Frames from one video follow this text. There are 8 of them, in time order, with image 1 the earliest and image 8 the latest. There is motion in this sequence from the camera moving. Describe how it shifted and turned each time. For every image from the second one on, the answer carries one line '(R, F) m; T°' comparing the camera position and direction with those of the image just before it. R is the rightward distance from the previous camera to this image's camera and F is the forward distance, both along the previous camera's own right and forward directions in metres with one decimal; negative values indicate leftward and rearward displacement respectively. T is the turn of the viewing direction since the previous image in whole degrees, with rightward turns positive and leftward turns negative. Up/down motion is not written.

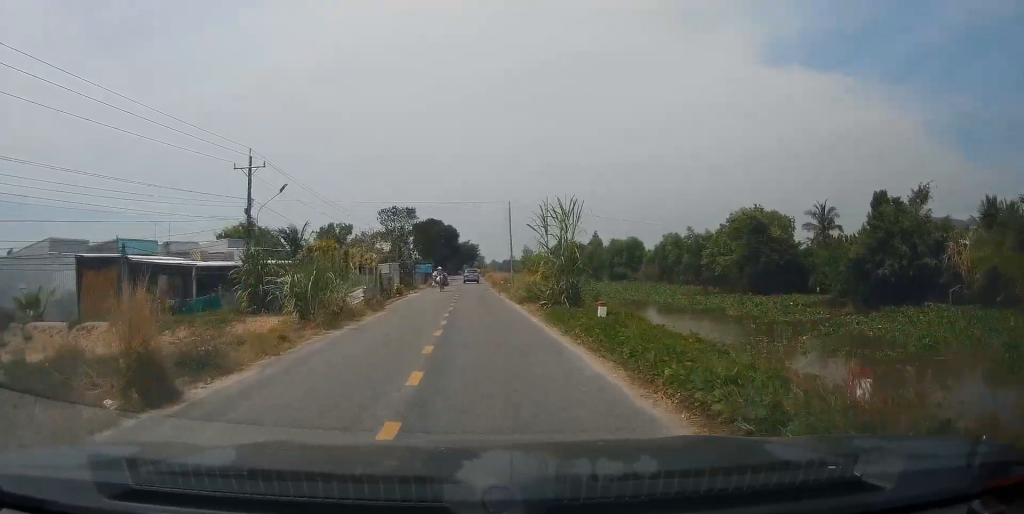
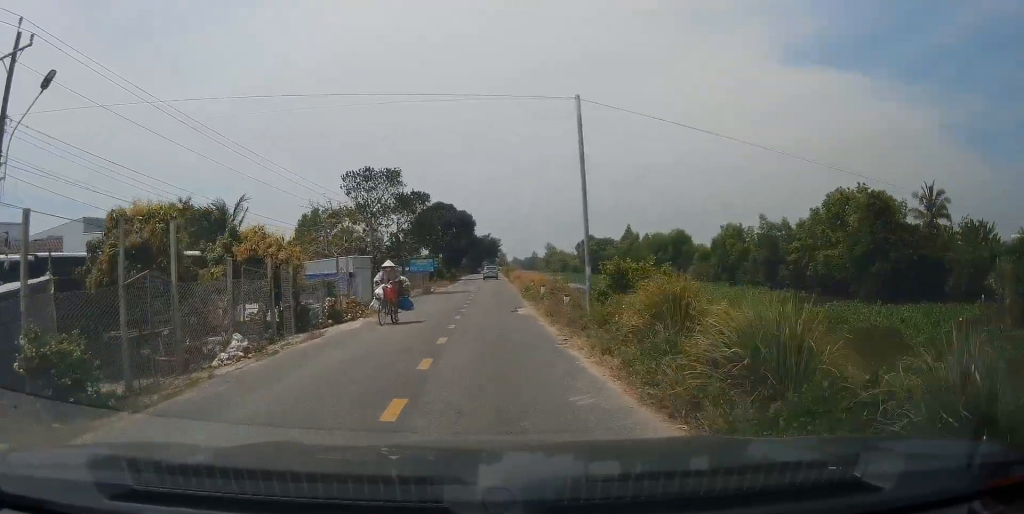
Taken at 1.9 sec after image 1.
(+1.0, +23.8) m; -2°
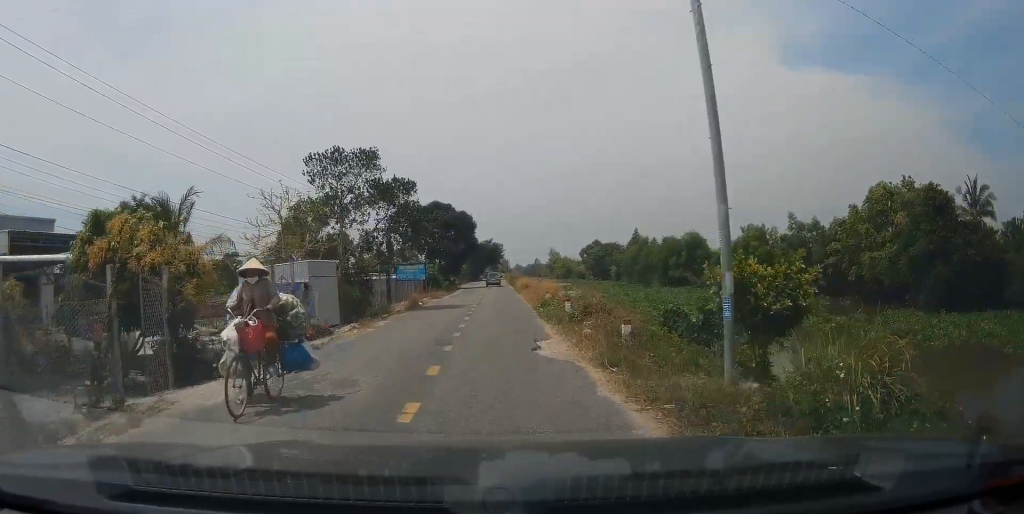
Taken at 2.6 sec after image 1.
(-0.4, +8.8) m; -3°
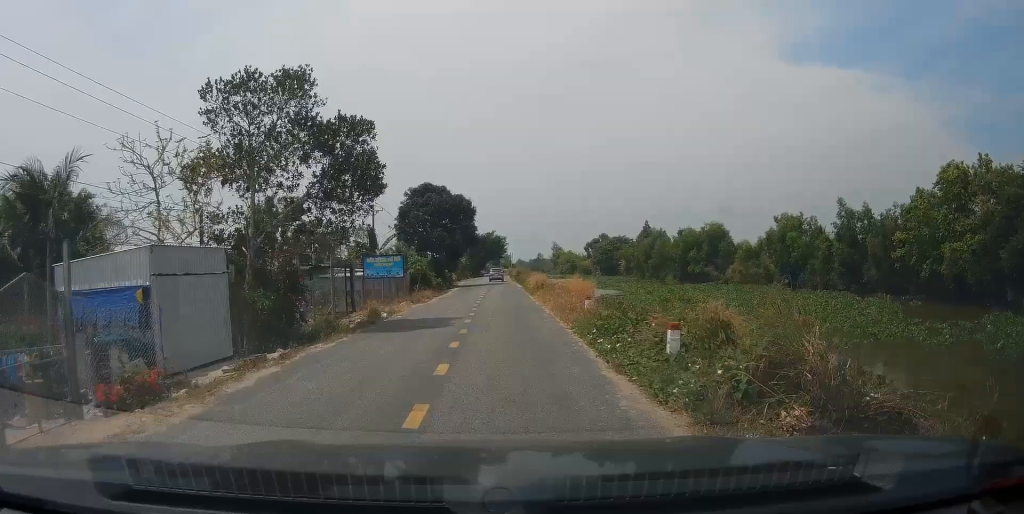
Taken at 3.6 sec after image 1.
(-0.2, +12.5) m; +2°
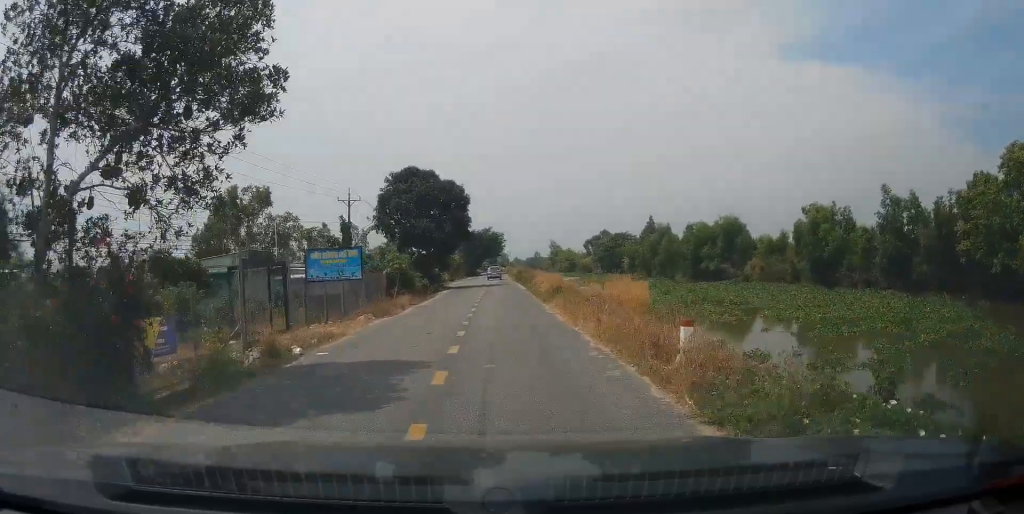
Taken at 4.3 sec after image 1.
(+0.5, +9.8) m; +2°
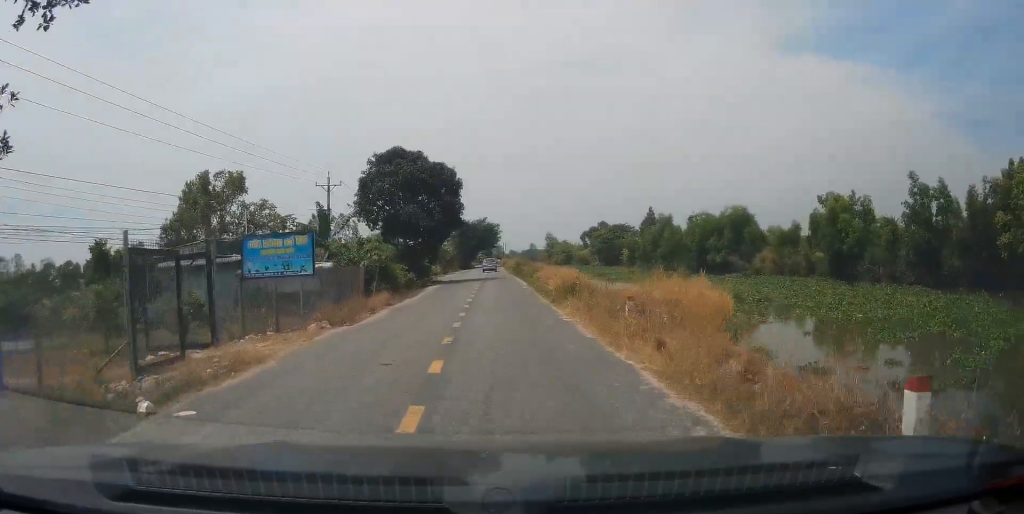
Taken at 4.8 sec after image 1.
(0.0, +6.0) m; 0°
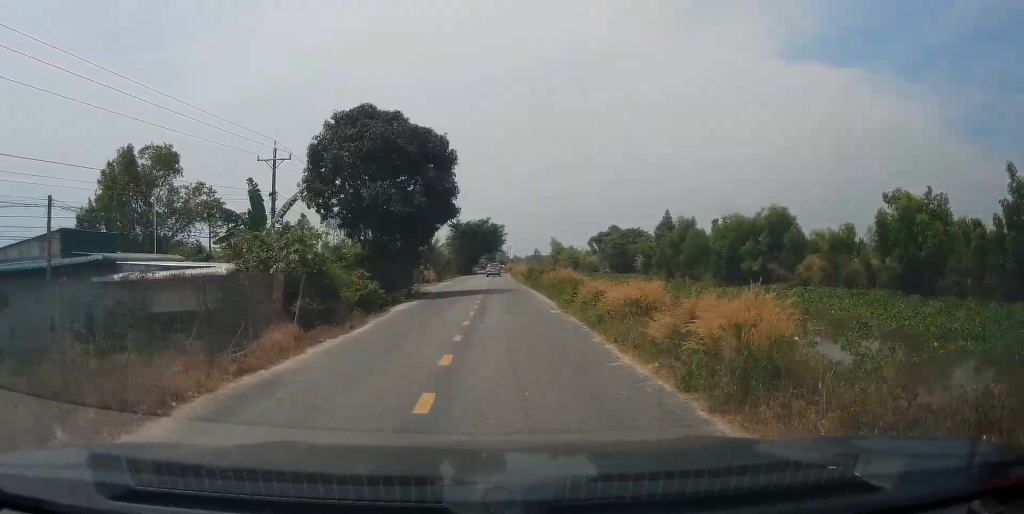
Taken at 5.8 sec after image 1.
(0.0, +14.0) m; 0°
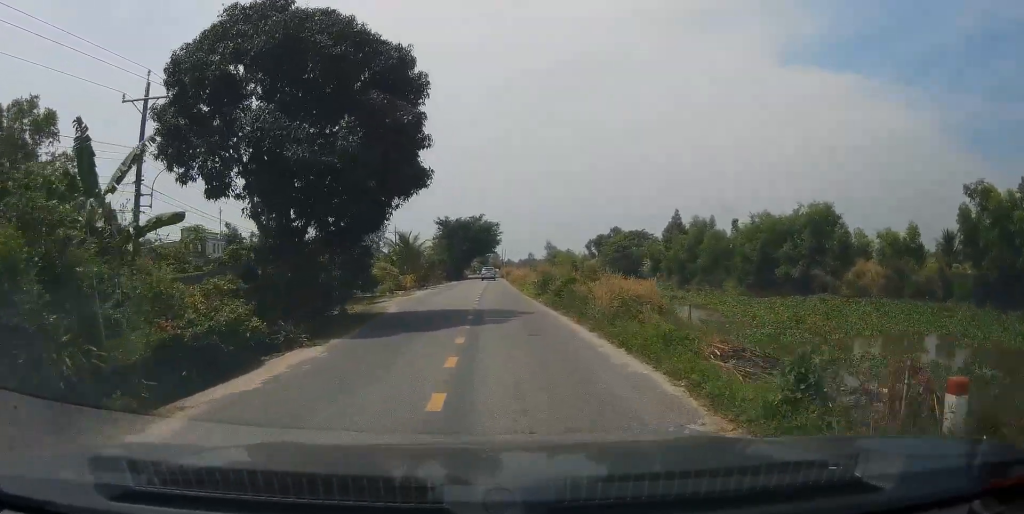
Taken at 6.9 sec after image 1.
(0.0, +14.8) m; 0°
